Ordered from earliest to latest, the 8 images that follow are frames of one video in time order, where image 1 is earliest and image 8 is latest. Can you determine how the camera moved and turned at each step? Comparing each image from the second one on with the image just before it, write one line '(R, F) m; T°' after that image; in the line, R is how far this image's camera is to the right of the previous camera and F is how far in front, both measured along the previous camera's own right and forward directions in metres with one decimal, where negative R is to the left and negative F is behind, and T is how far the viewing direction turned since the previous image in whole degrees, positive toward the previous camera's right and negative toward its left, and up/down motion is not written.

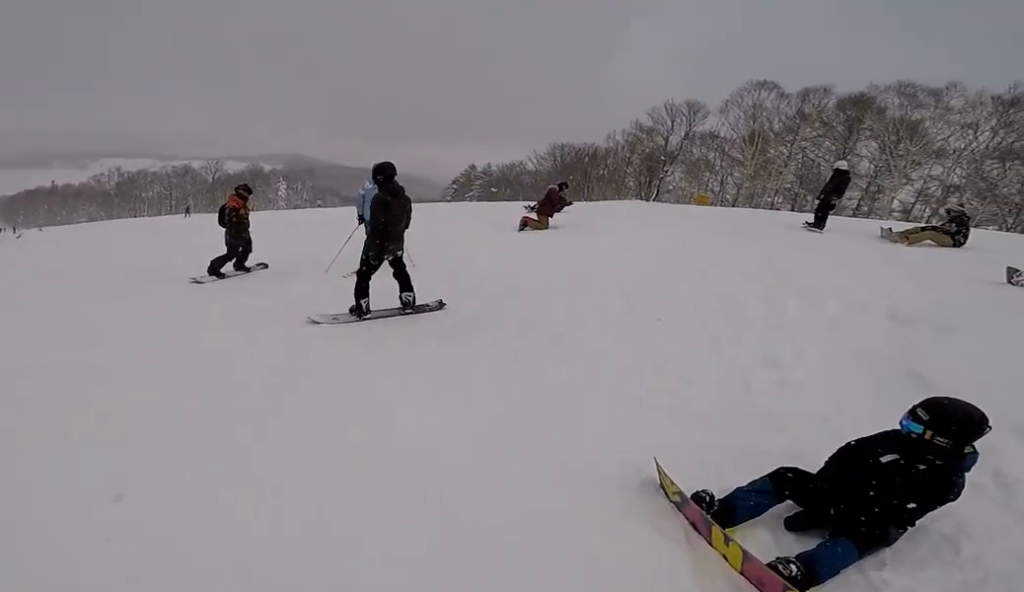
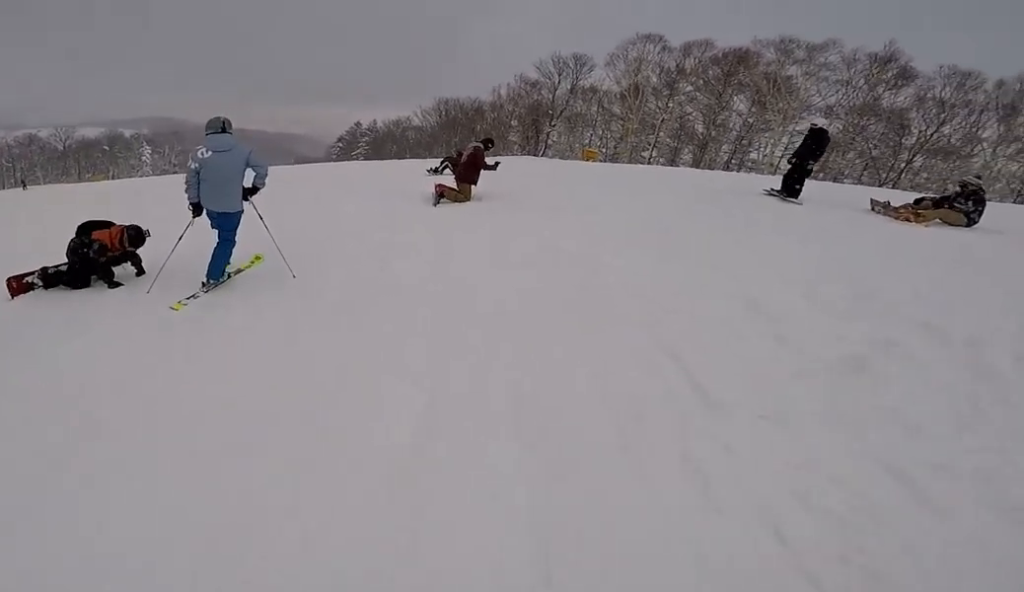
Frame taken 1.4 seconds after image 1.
(+1.1, +2.5) m; 0°
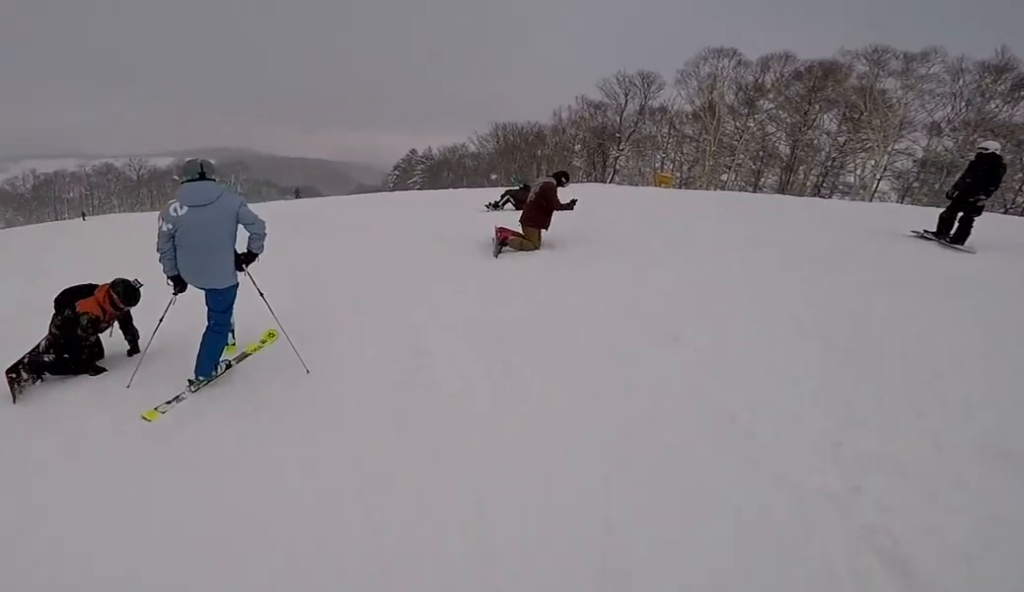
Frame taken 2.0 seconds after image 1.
(-0.4, +1.5) m; -16°
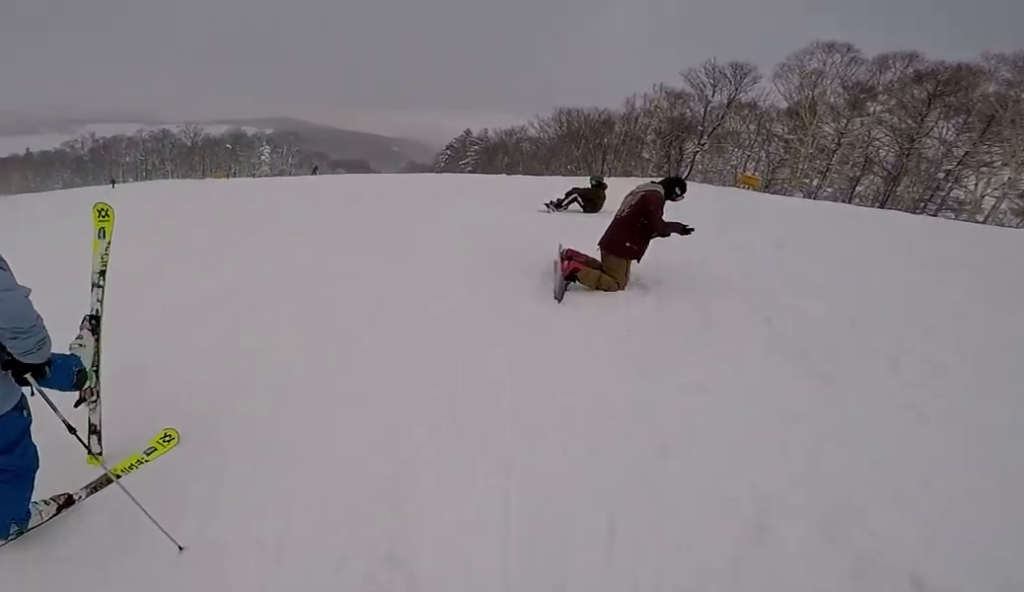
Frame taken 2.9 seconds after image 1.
(0.0, +2.2) m; 0°
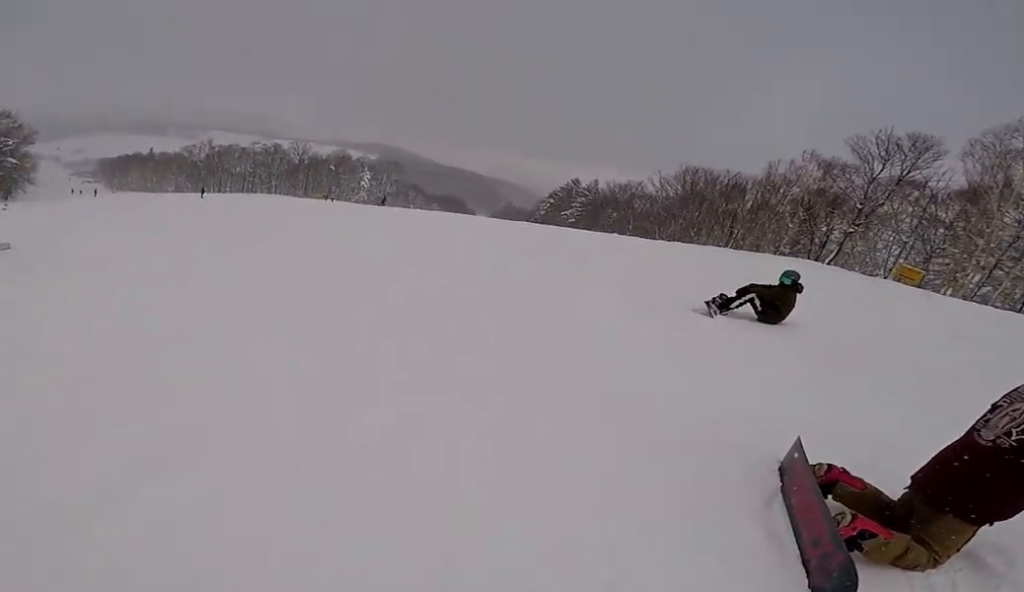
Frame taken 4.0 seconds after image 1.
(0.0, +3.1) m; 0°
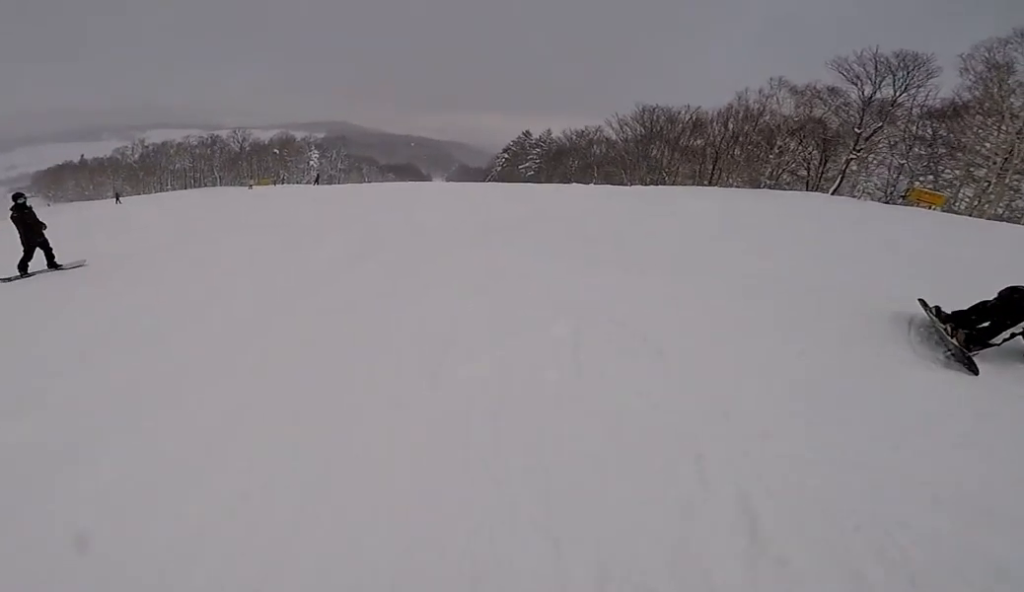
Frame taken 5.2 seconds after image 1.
(0.0, +4.7) m; 0°
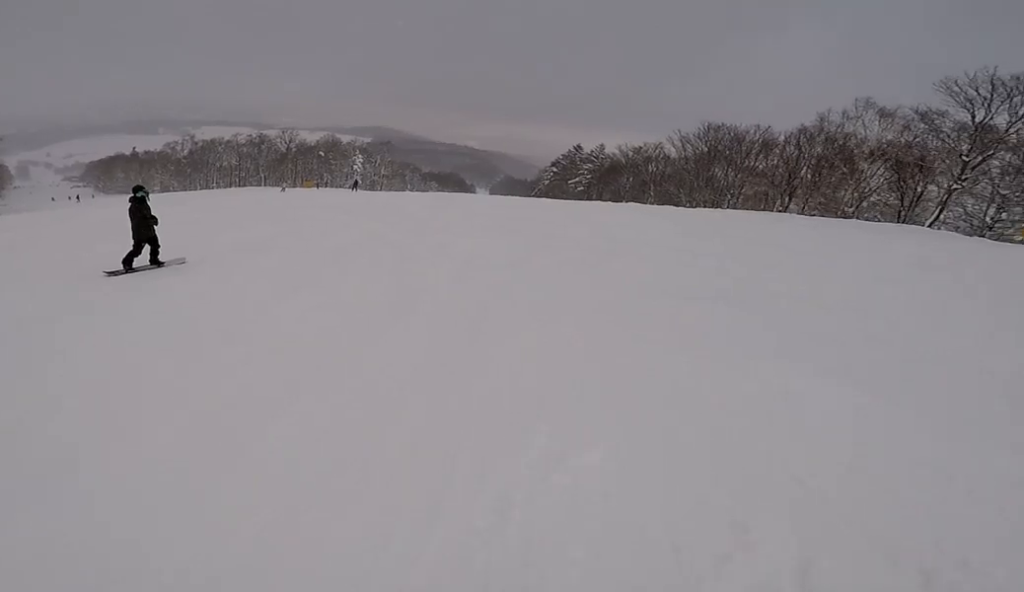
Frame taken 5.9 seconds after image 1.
(0.0, +2.7) m; 0°
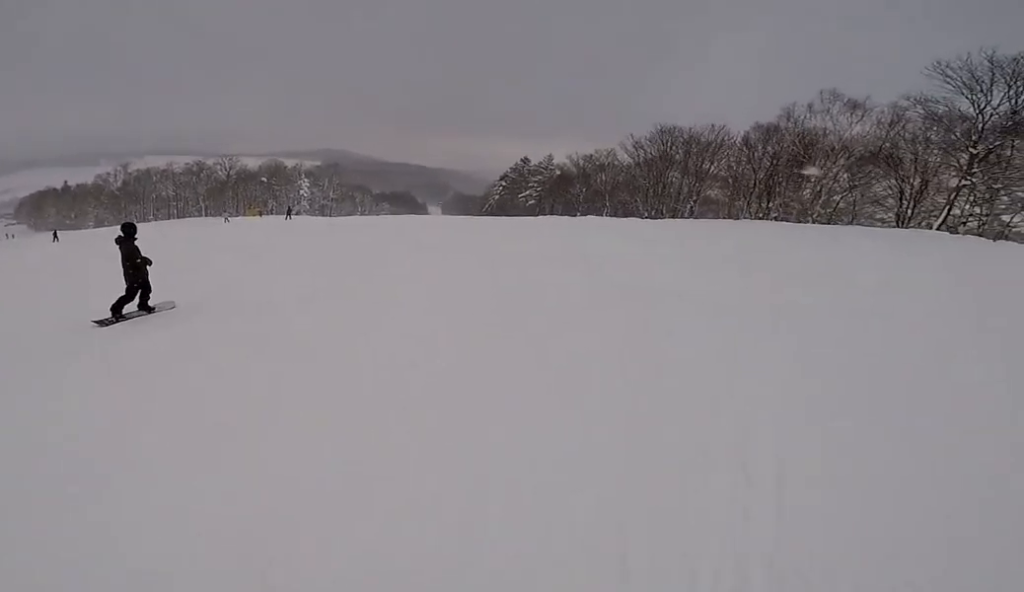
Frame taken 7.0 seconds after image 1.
(0.0, +4.8) m; 0°
